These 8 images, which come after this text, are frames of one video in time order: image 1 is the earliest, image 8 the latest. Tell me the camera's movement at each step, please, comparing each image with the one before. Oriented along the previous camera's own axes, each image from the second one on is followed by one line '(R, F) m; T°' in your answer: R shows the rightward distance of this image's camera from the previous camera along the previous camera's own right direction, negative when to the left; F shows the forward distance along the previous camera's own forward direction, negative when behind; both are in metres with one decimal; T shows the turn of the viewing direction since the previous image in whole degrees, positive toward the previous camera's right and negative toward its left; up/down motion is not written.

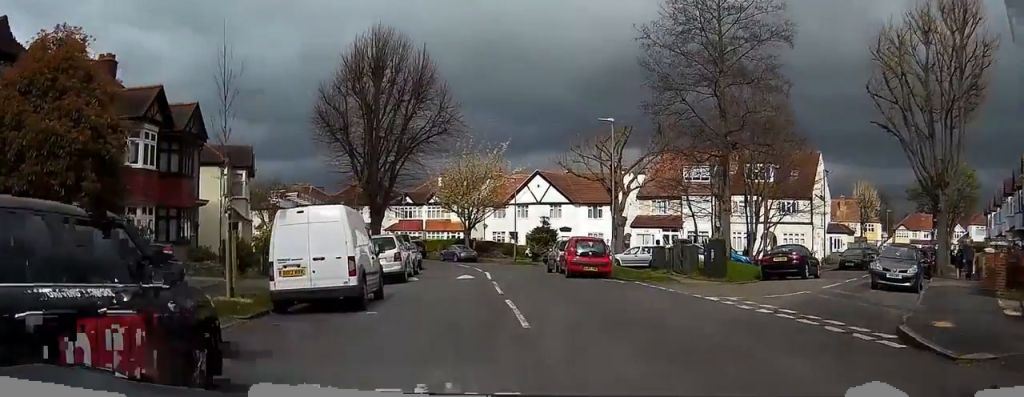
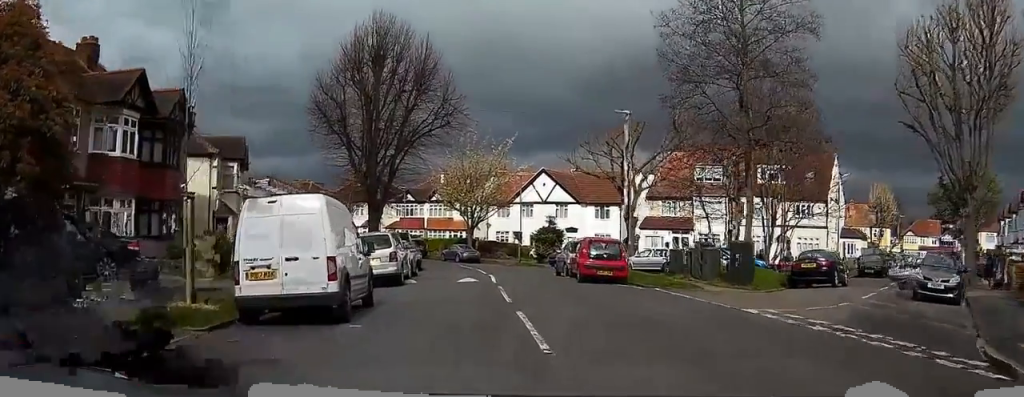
(0.0, +2.5) m; -1°
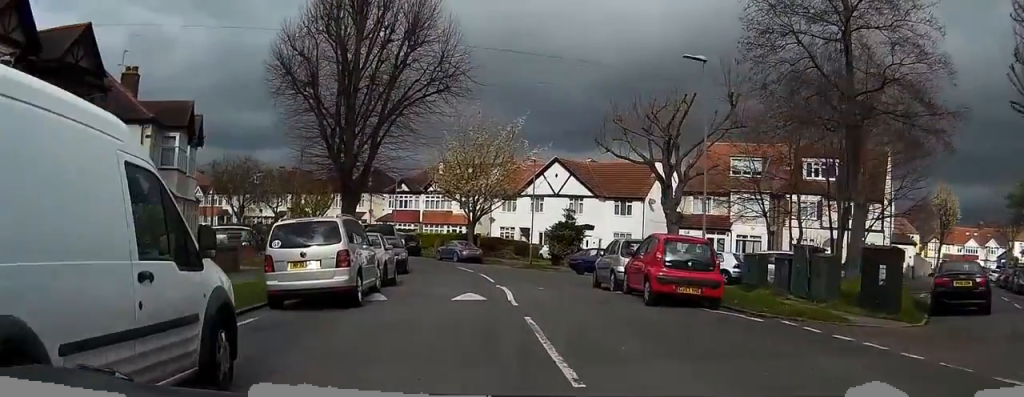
(-0.2, +9.2) m; -1°
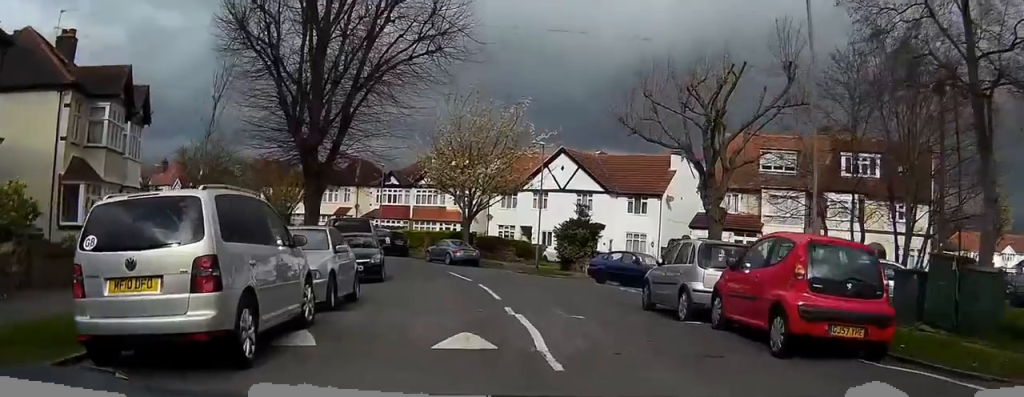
(+0.1, +6.7) m; +1°
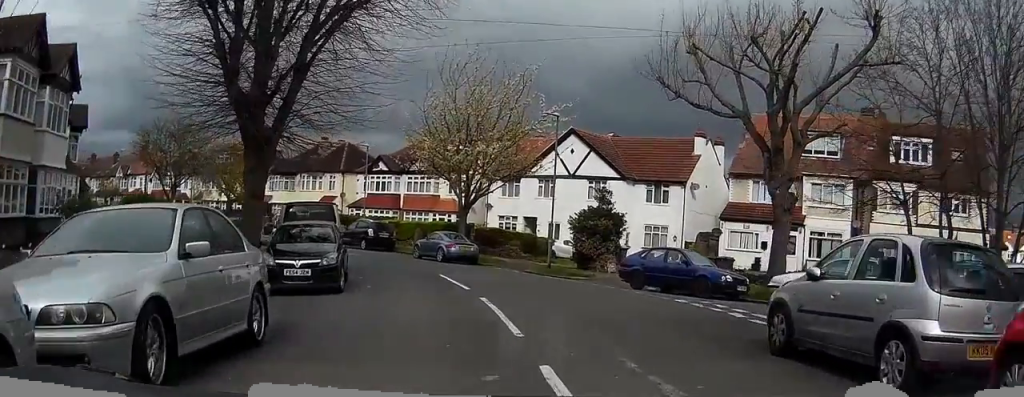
(0.0, +5.7) m; 0°
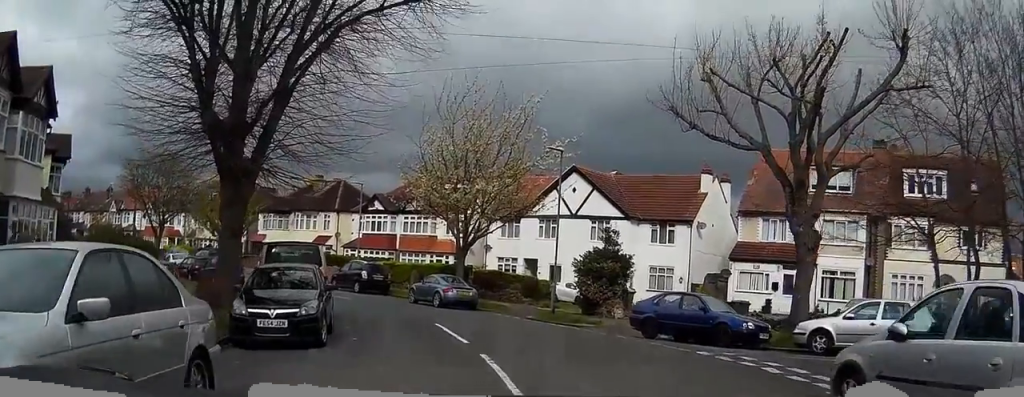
(0.0, +1.6) m; 0°
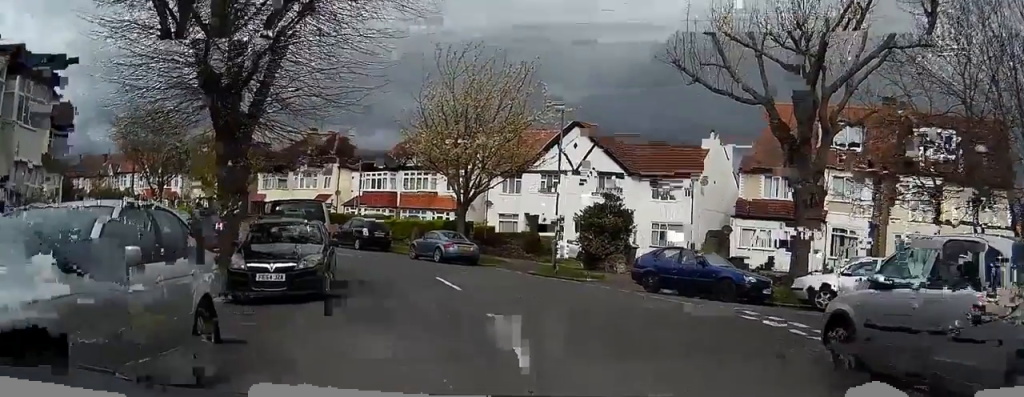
(0.0, +1.8) m; 0°
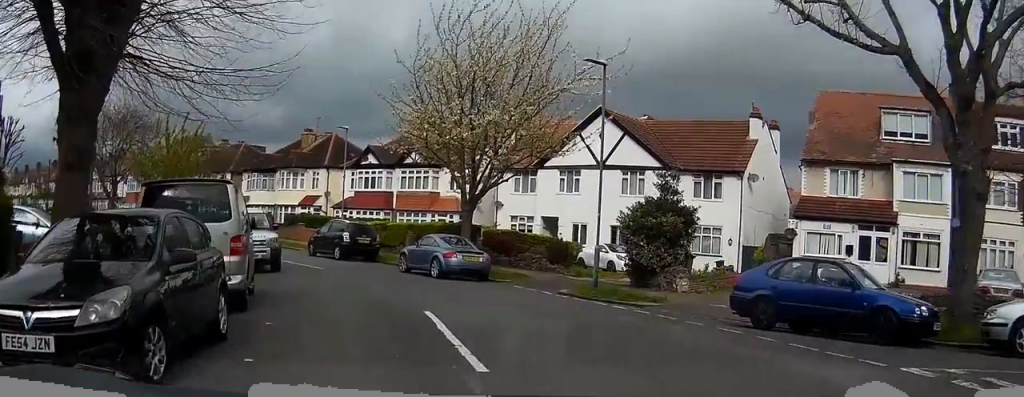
(-0.1, +6.7) m; -1°
